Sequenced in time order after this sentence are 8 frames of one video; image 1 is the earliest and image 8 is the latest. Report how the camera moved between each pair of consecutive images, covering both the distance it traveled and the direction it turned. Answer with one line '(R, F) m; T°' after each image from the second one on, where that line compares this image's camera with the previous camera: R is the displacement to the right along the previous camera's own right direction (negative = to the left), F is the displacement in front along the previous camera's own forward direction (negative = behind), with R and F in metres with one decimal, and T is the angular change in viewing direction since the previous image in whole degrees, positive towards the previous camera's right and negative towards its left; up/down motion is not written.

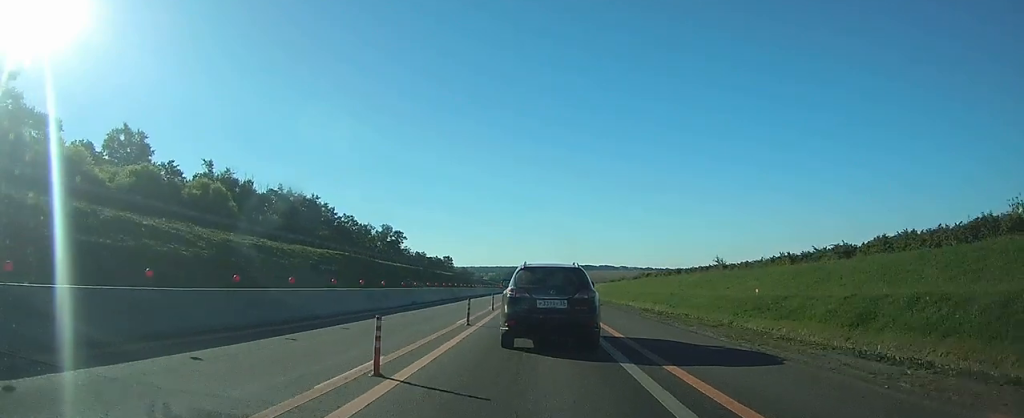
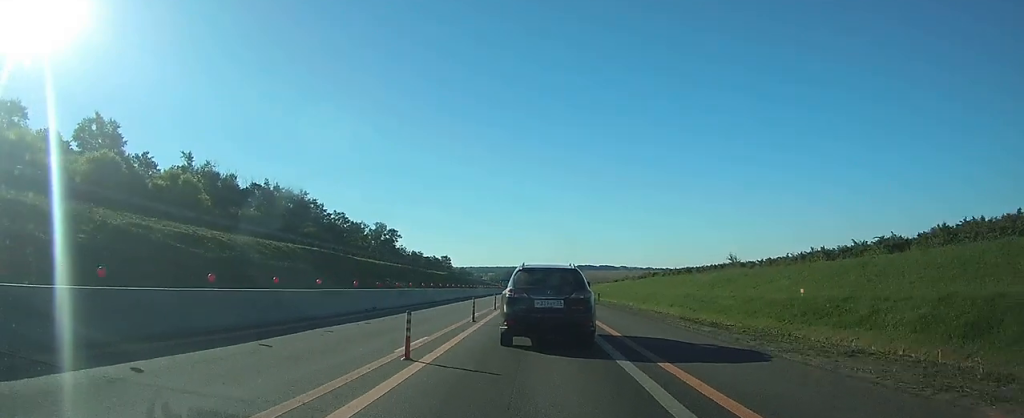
(0.0, +8.3) m; 0°
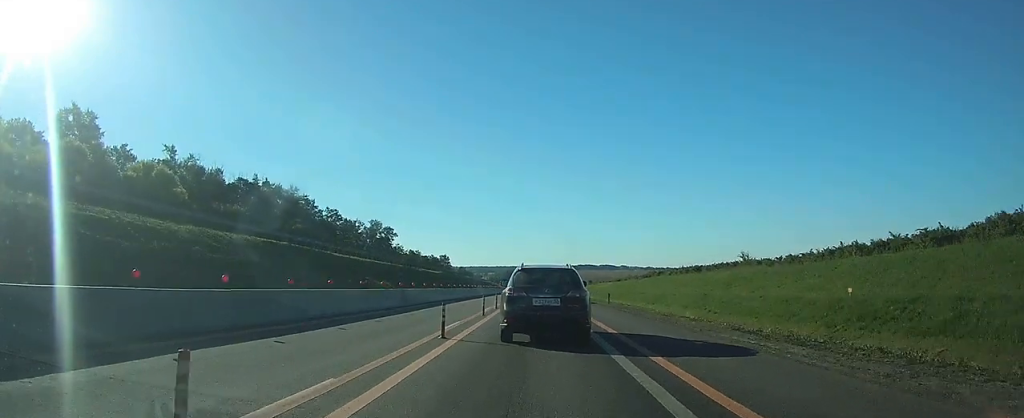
(0.0, +6.3) m; 0°
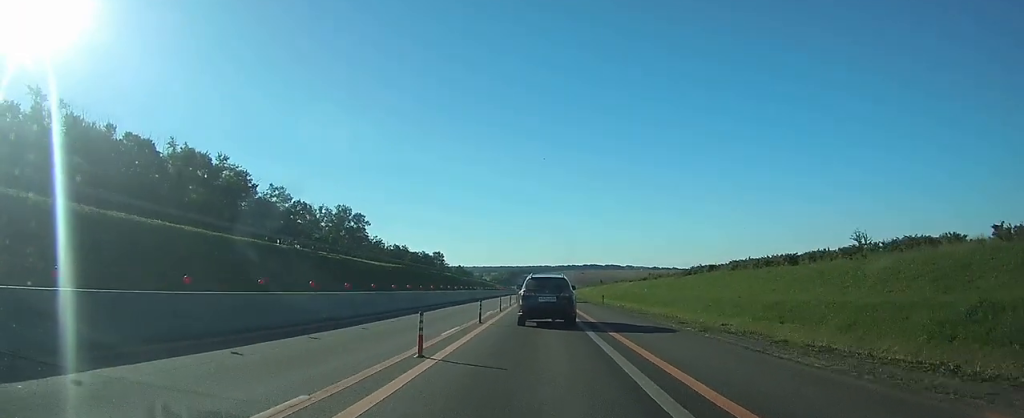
(0.0, +36.8) m; 0°
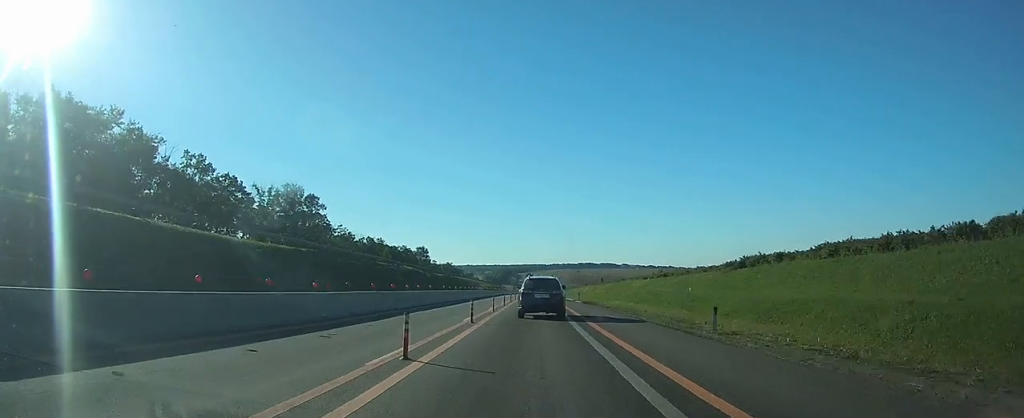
(-0.1, +29.5) m; 0°
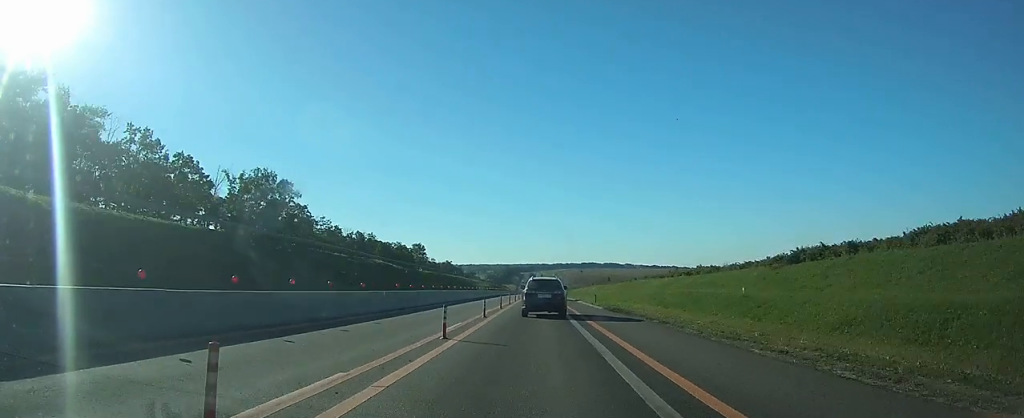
(+0.1, +15.5) m; 0°
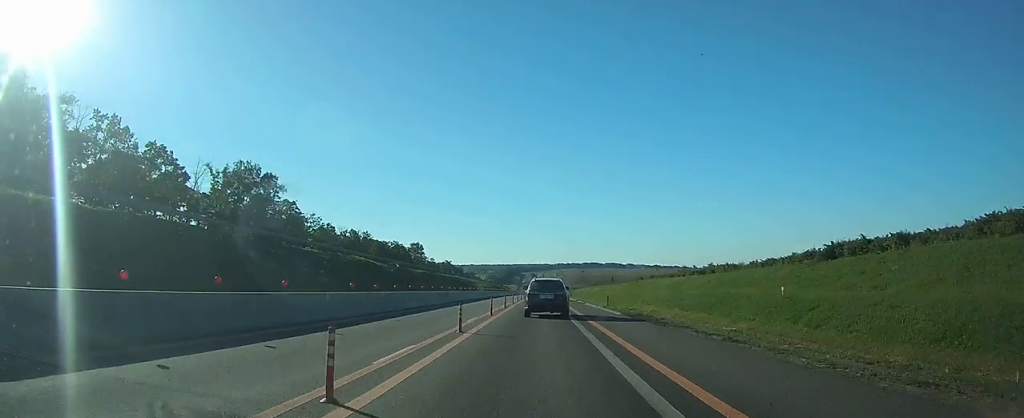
(0.0, +7.3) m; 0°
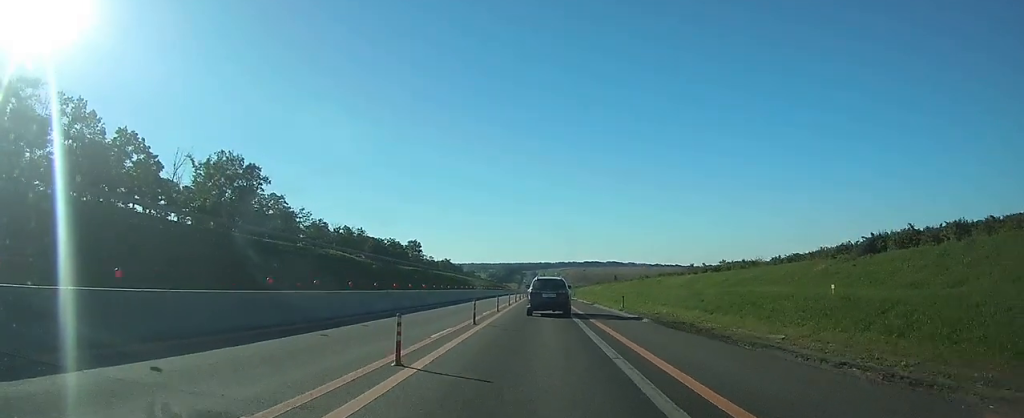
(0.0, +7.0) m; 0°
